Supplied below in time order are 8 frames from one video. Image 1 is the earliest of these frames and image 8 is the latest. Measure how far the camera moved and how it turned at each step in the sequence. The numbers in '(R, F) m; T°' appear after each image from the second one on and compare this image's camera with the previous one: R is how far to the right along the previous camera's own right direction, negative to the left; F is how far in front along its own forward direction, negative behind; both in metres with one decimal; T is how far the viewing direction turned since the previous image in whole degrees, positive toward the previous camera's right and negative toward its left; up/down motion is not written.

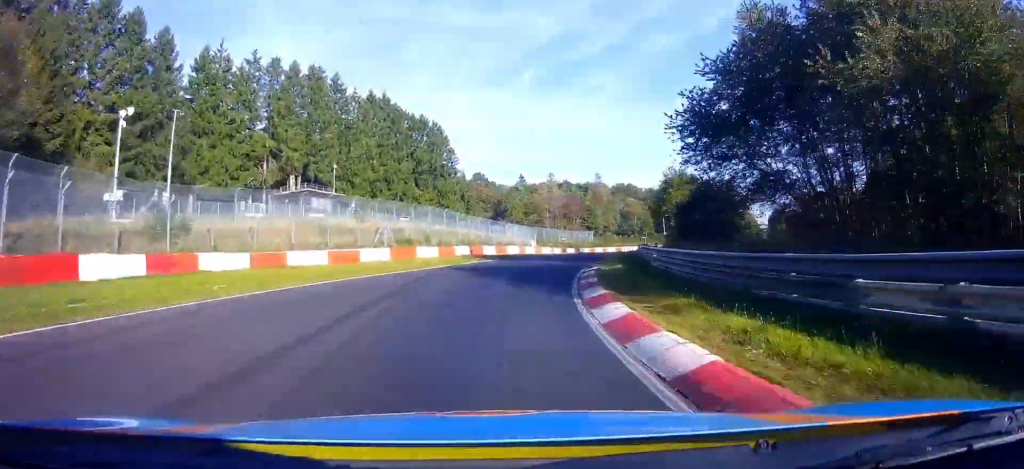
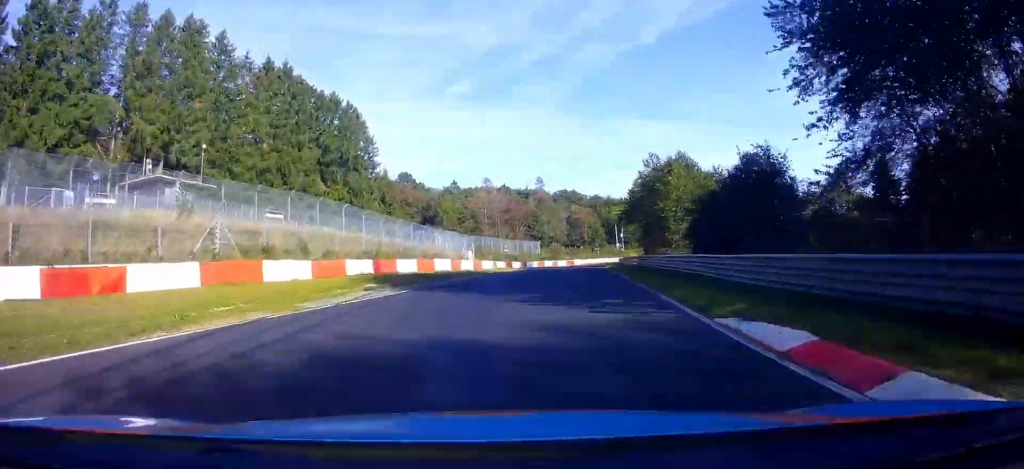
(0.0, +21.6) m; +3°
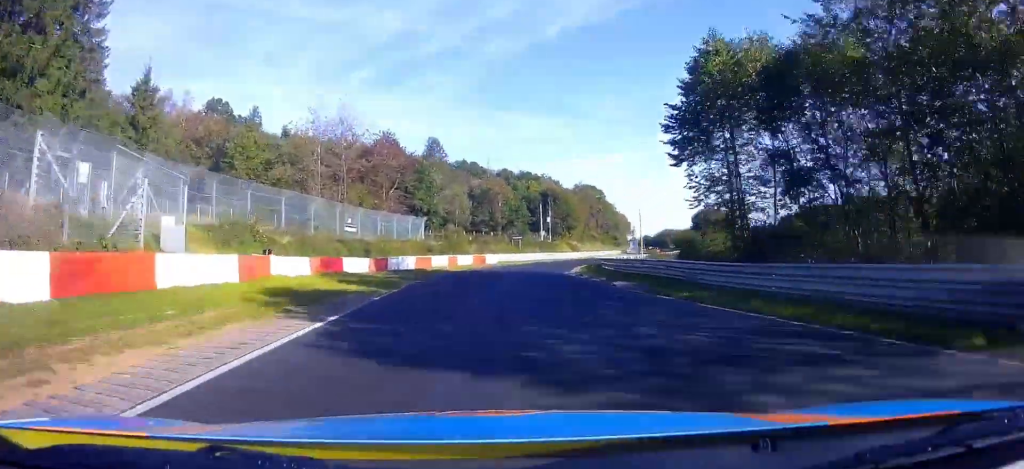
(+4.9, +47.4) m; +12°
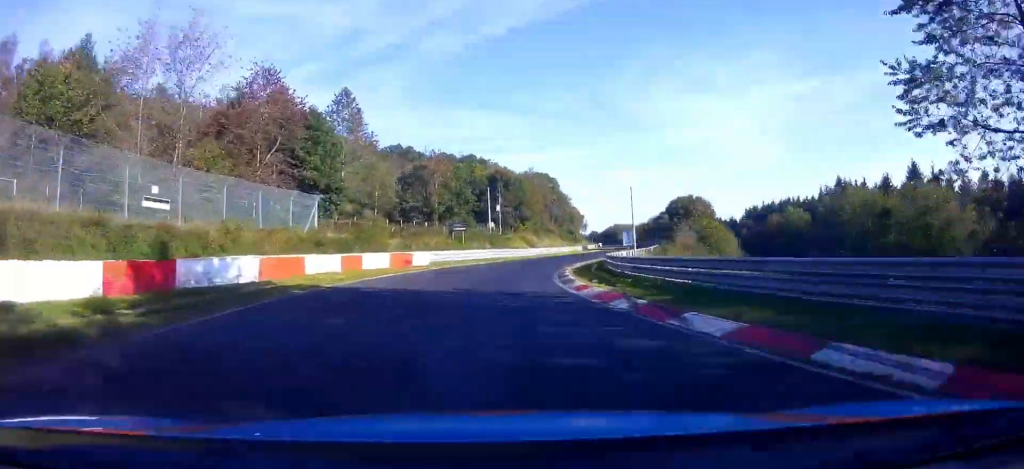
(+0.8, +18.7) m; +5°
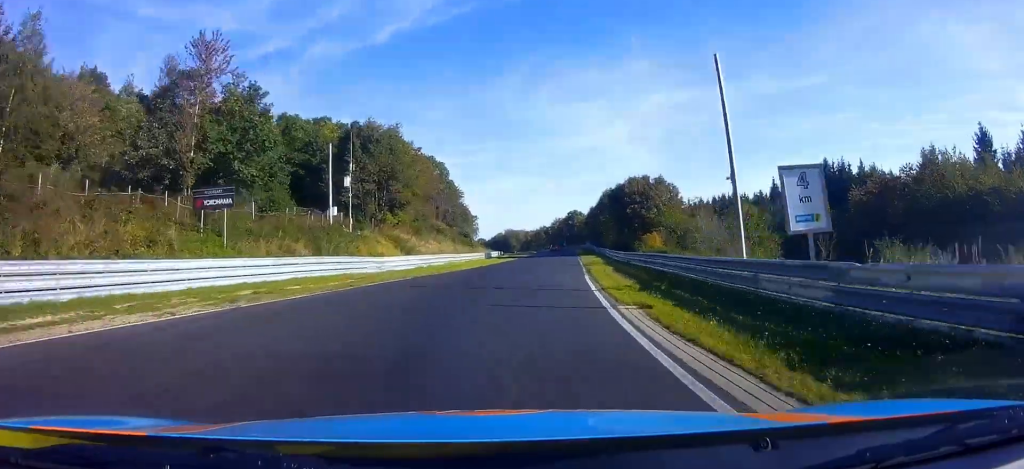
(+2.5, +31.6) m; +8°
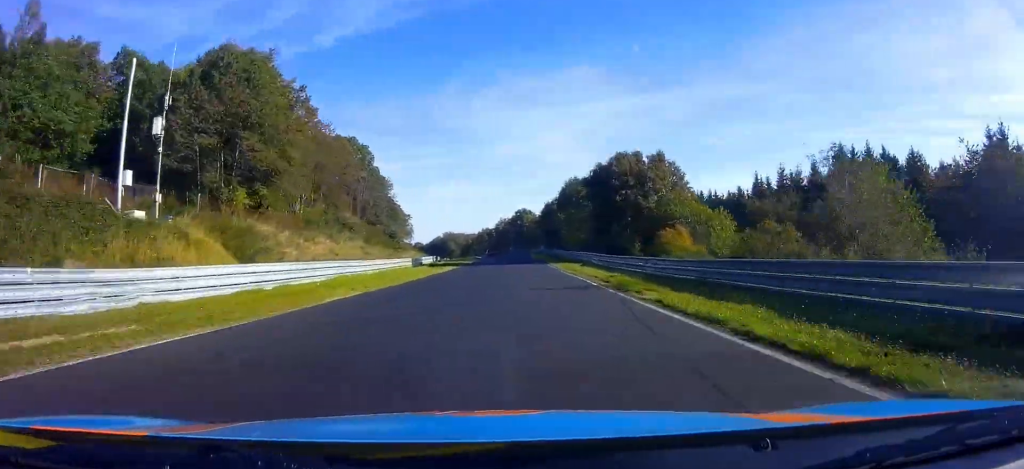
(+0.6, +17.5) m; +4°
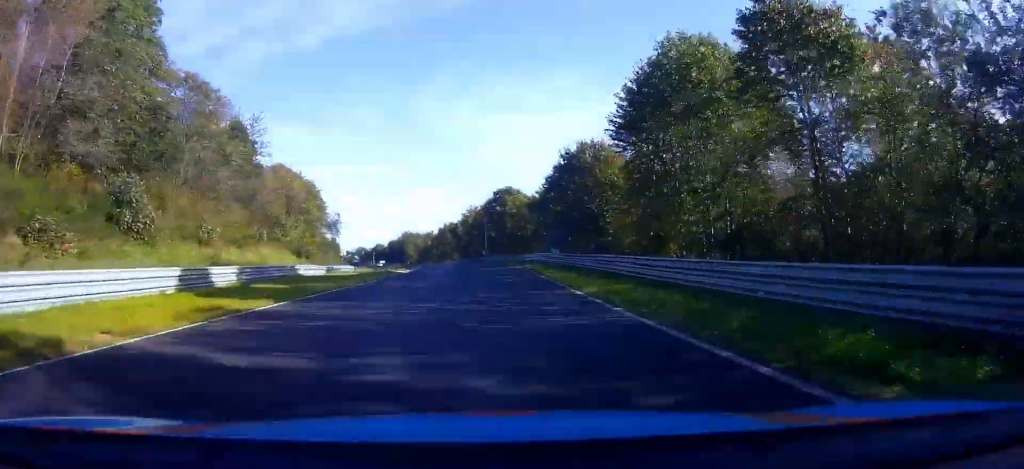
(+2.2, +42.3) m; +6°
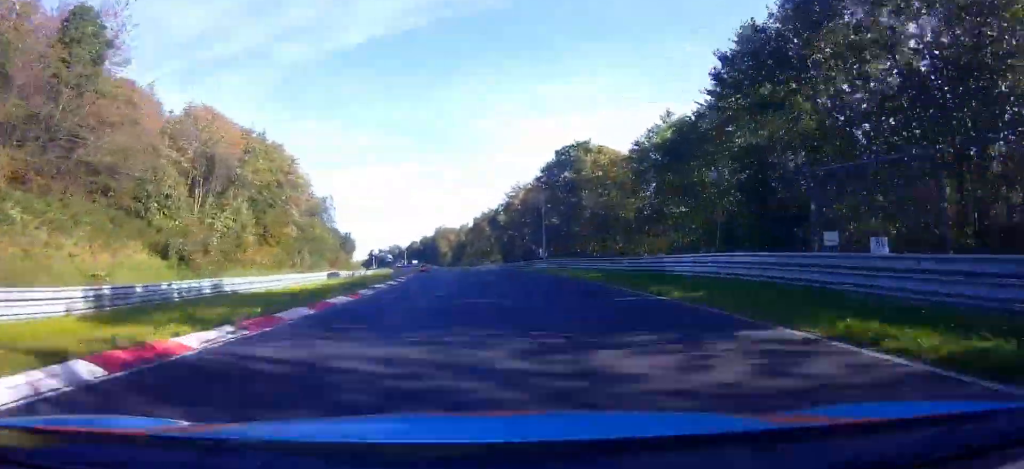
(+0.9, +27.8) m; +5°
